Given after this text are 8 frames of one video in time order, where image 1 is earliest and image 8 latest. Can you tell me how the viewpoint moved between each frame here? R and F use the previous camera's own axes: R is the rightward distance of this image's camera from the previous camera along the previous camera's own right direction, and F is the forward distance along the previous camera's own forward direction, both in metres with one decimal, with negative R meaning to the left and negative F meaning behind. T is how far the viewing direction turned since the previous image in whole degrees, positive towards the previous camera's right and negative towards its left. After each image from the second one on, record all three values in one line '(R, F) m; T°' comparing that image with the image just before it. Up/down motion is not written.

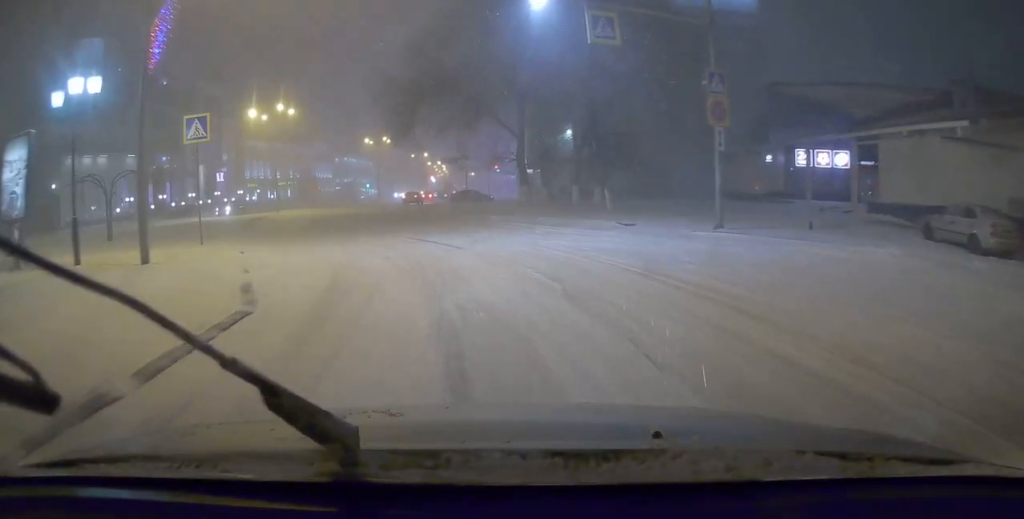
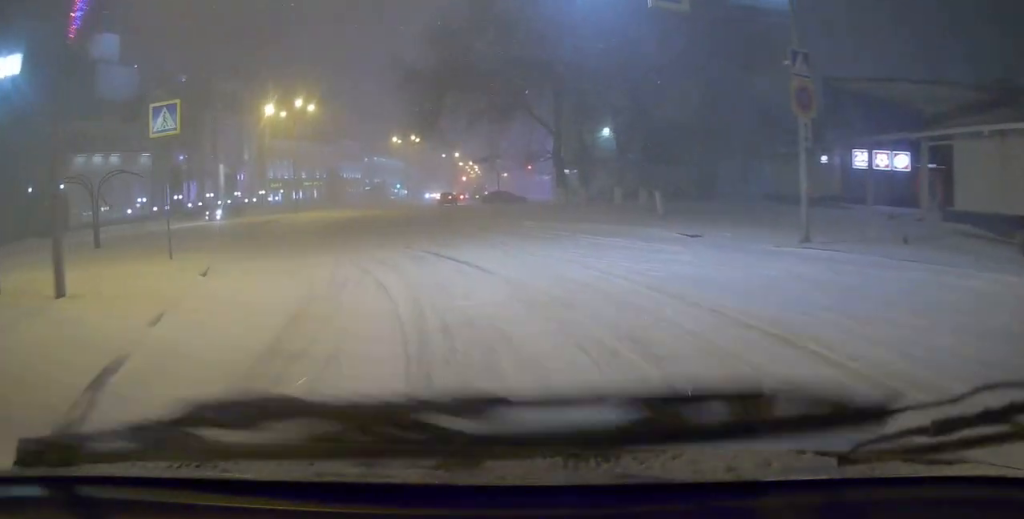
(-0.2, +3.5) m; -3°
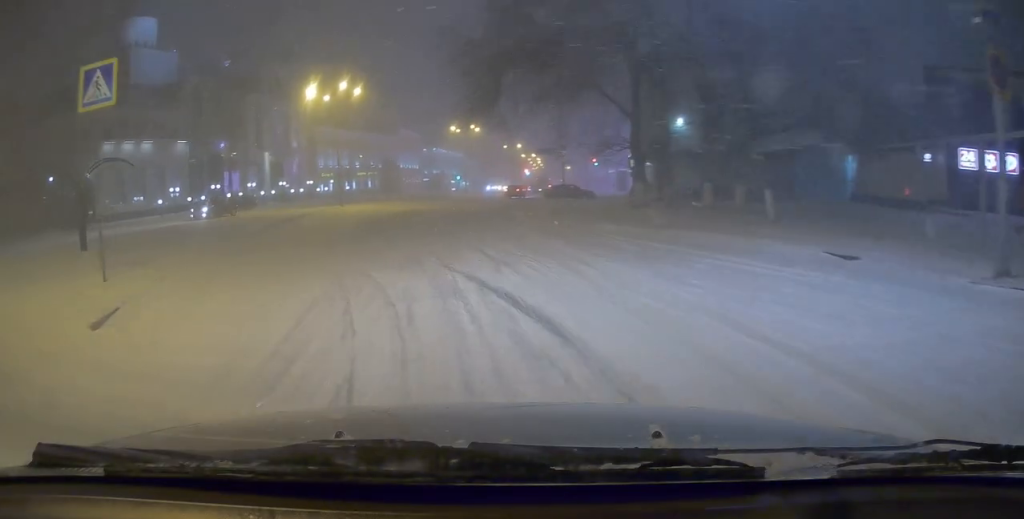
(-0.2, +5.0) m; -4°
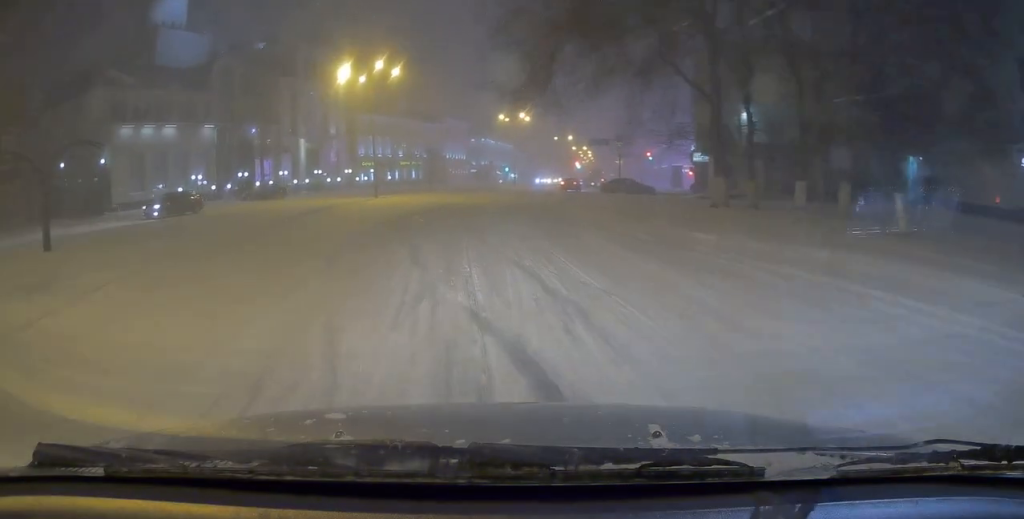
(-0.2, +4.7) m; -4°
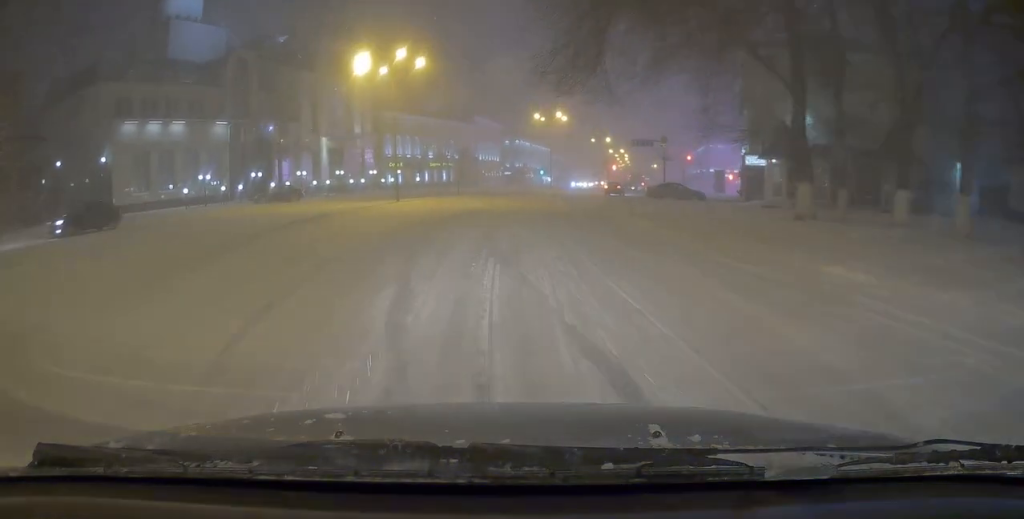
(-0.2, +4.7) m; -3°
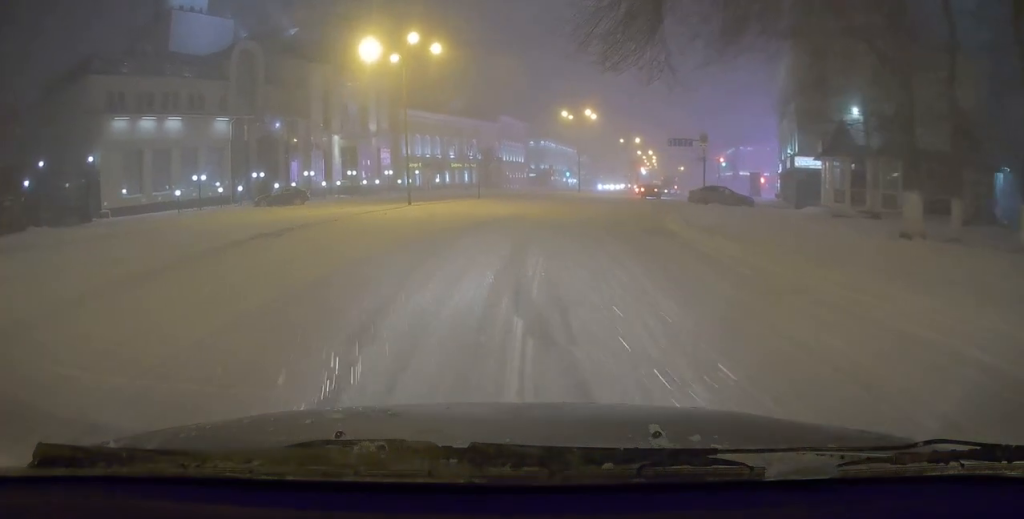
(-0.1, +4.9) m; -3°
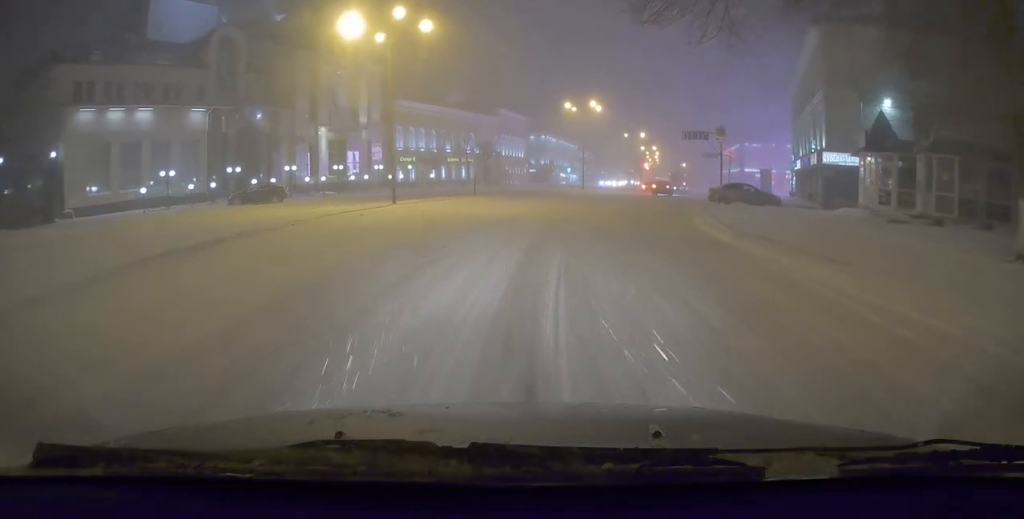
(-0.1, +4.7) m; -2°
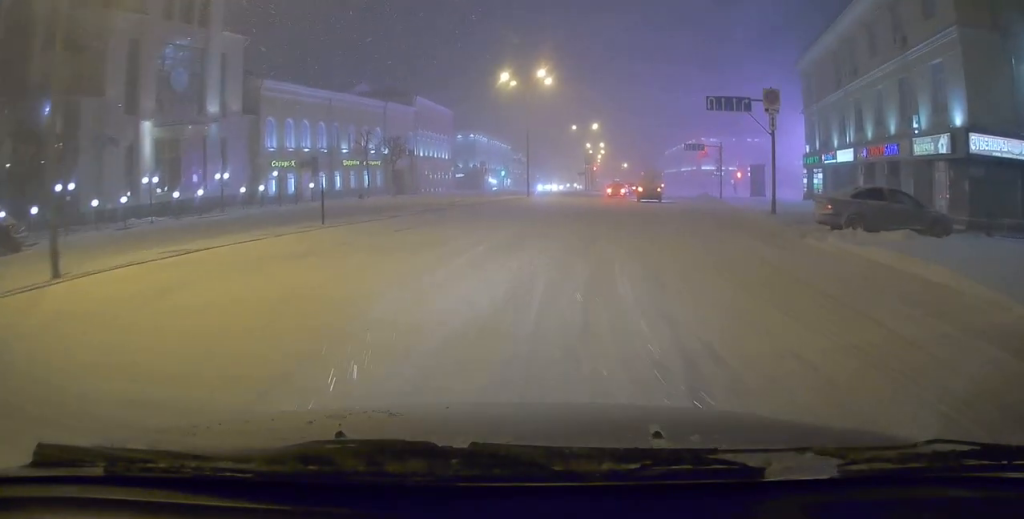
(+1.0, +21.4) m; +10°
